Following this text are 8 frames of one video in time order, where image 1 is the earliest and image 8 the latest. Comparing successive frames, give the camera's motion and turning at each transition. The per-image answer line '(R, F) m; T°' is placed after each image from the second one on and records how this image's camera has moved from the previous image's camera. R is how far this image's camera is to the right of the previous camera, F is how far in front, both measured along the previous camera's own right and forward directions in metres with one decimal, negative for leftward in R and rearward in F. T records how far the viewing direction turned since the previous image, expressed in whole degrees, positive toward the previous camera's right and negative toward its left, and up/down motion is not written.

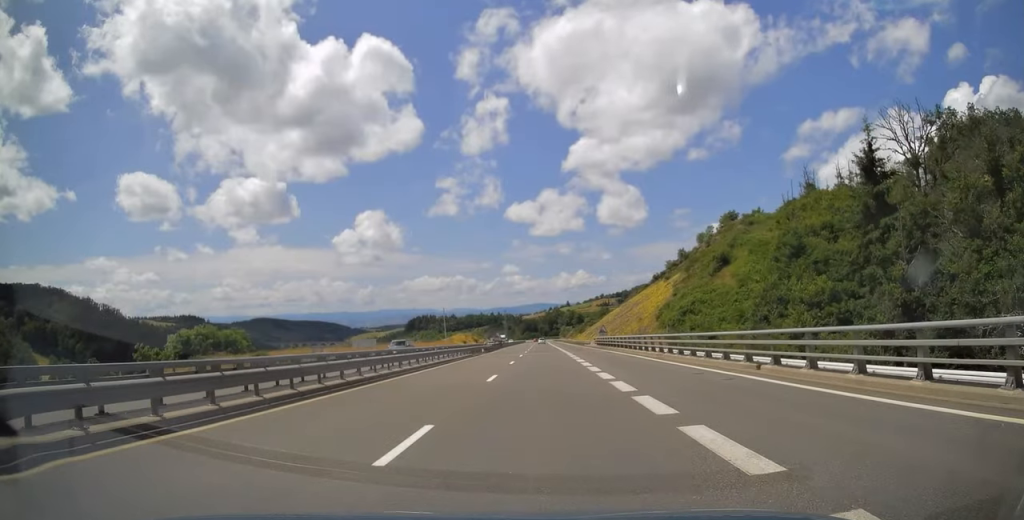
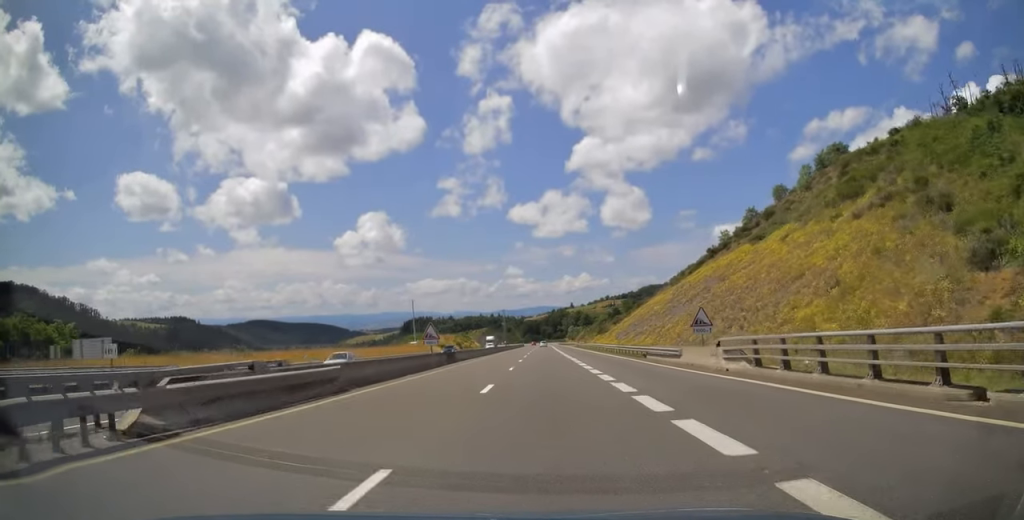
(-0.5, +55.3) m; -1°
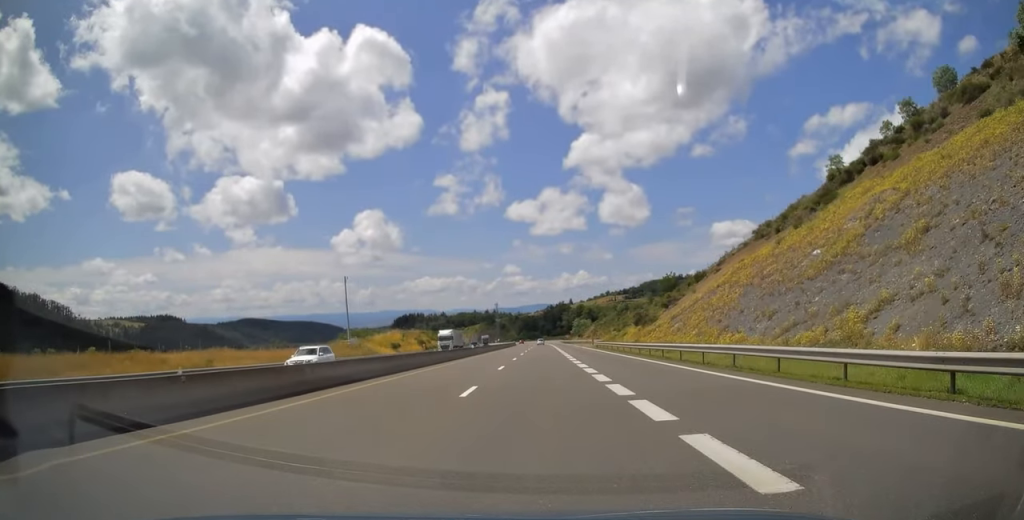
(+0.6, +53.7) m; 0°
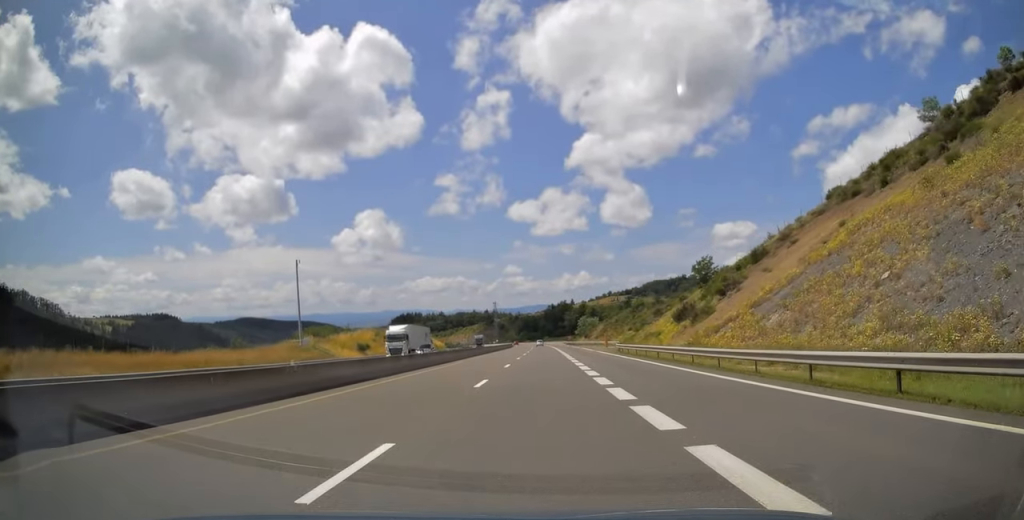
(-0.3, +22.3) m; -1°
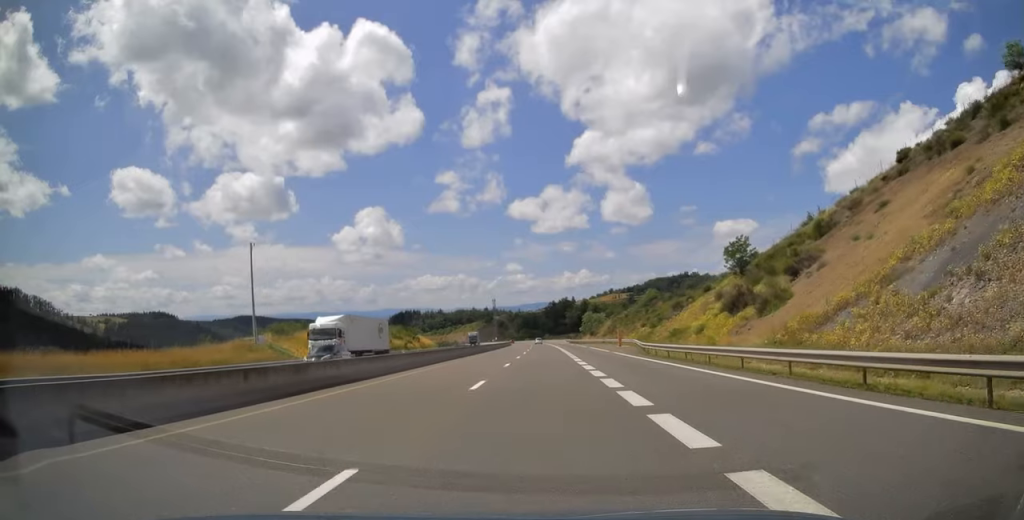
(0.0, +14.5) m; 0°
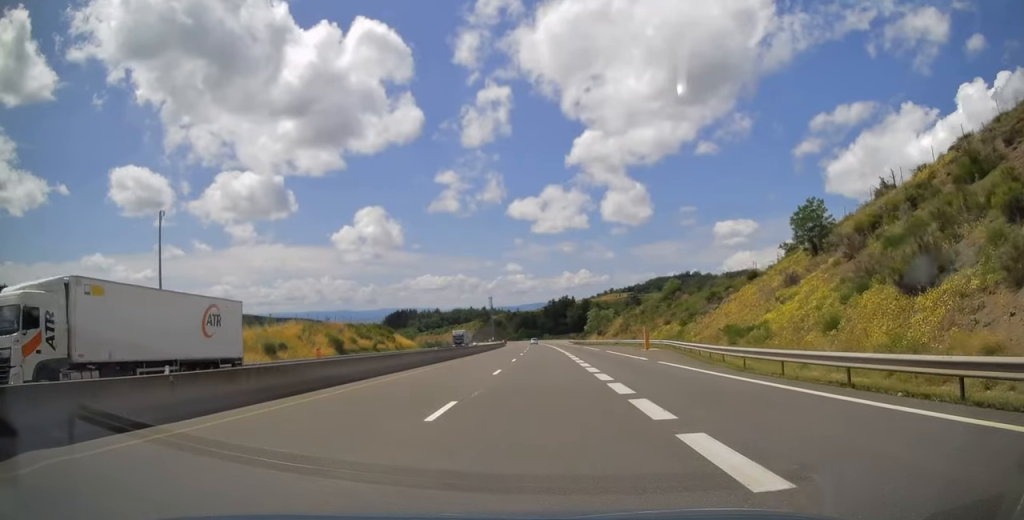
(-0.1, +19.2) m; 0°
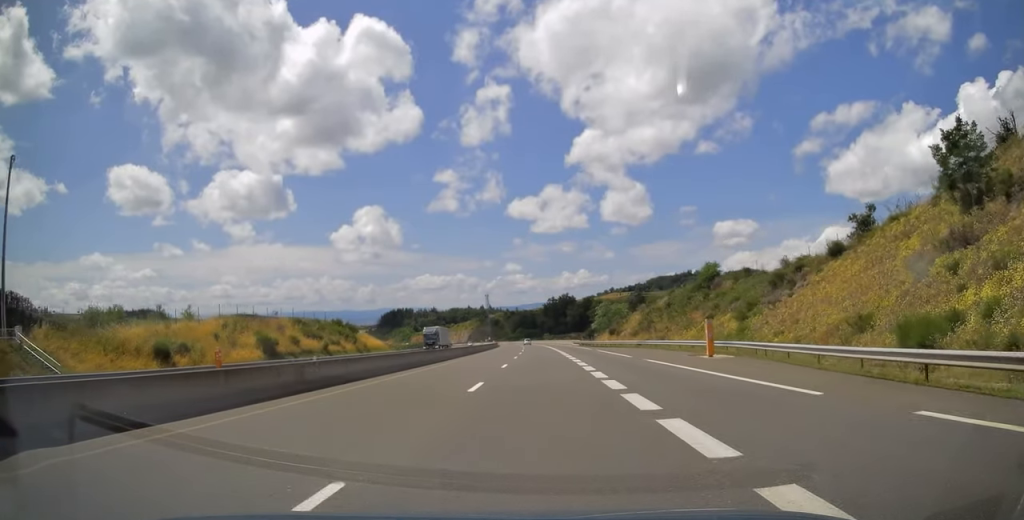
(+0.2, +20.3) m; 0°
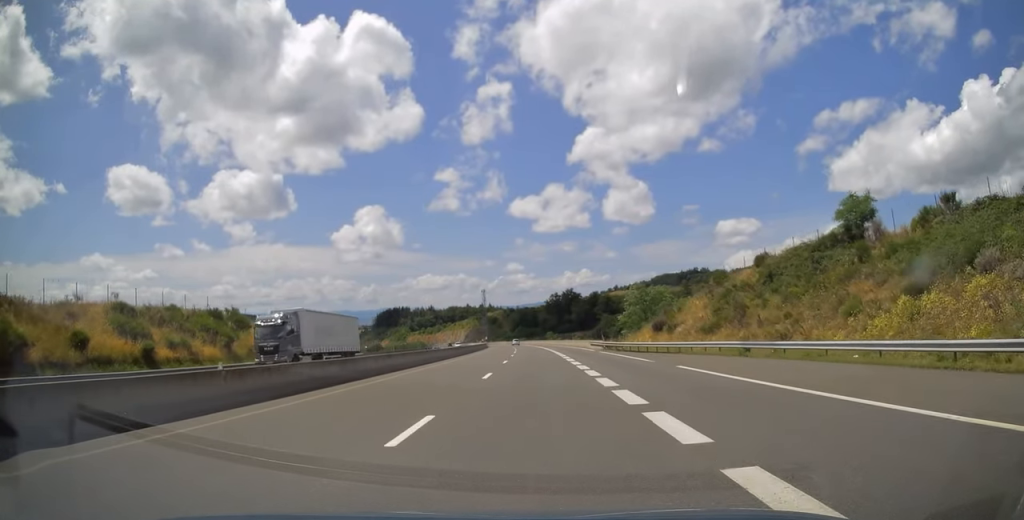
(-0.1, +33.8) m; -1°
